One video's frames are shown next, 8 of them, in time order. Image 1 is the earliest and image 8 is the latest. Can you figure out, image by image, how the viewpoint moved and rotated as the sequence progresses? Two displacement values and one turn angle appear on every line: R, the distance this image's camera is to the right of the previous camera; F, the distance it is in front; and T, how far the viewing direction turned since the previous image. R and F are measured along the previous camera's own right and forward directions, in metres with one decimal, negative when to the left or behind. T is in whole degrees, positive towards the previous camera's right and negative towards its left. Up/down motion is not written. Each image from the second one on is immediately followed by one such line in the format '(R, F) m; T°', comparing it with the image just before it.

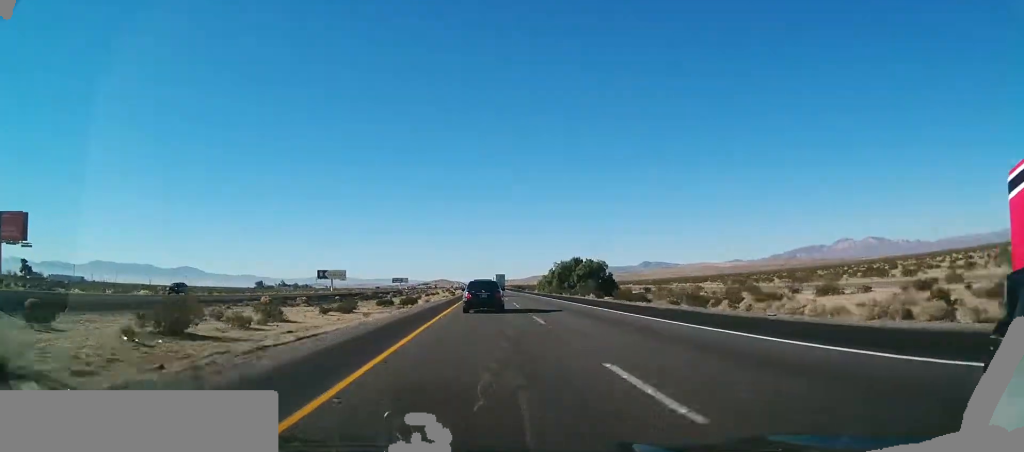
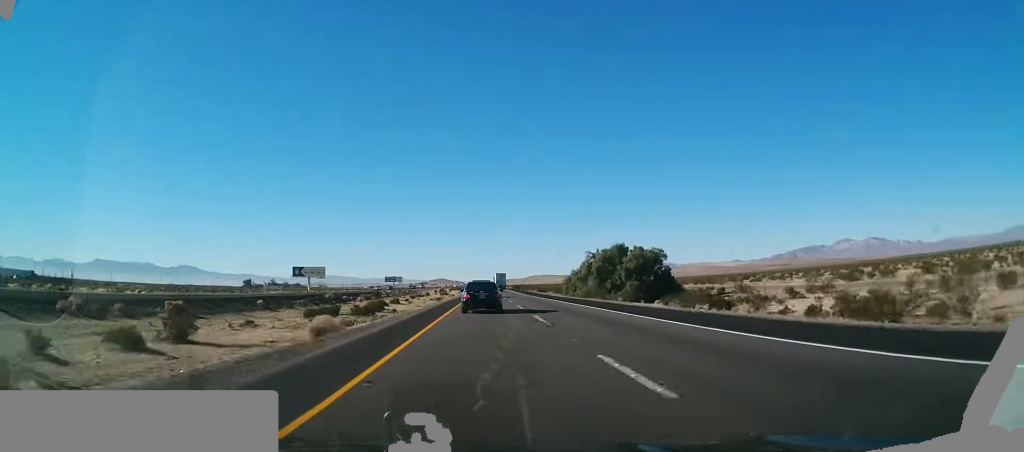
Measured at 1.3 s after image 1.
(+0.2, +42.5) m; +1°
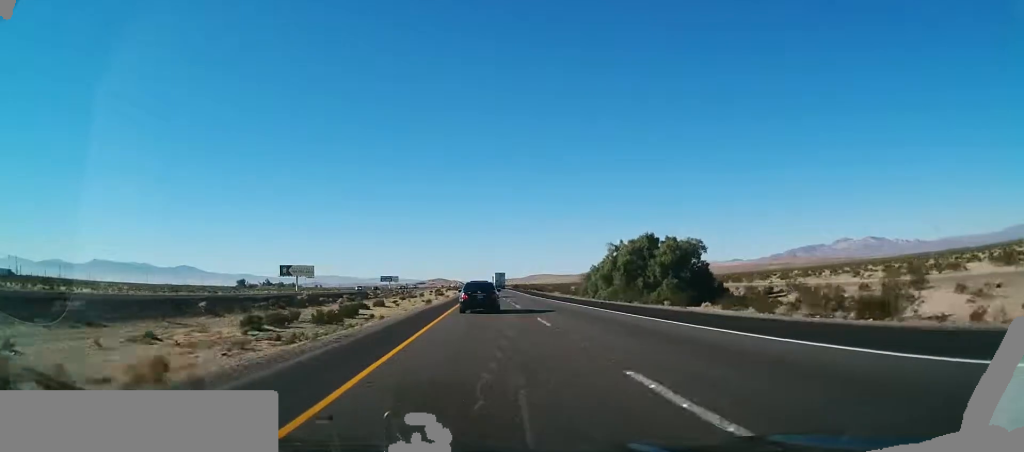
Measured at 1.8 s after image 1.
(+0.1, +16.8) m; 0°
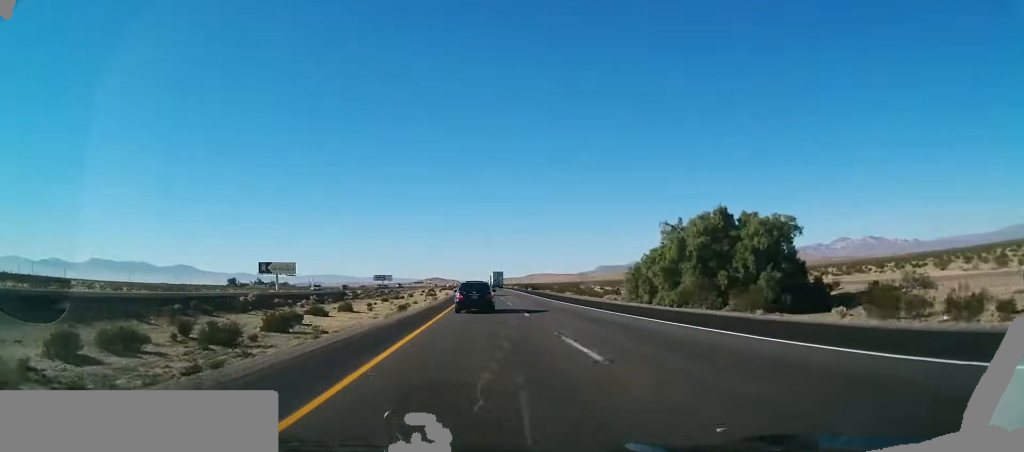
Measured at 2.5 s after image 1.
(+0.1, +23.6) m; -1°
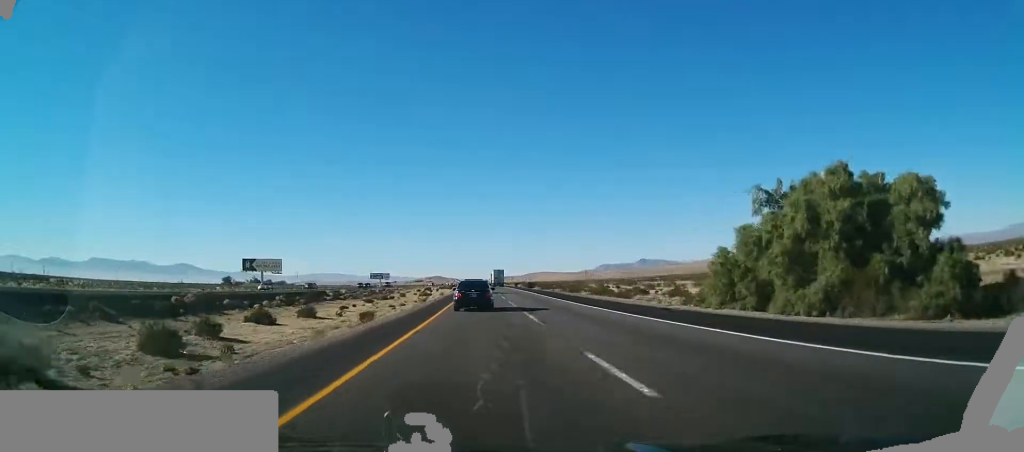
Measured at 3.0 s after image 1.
(-0.2, +18.0) m; 0°
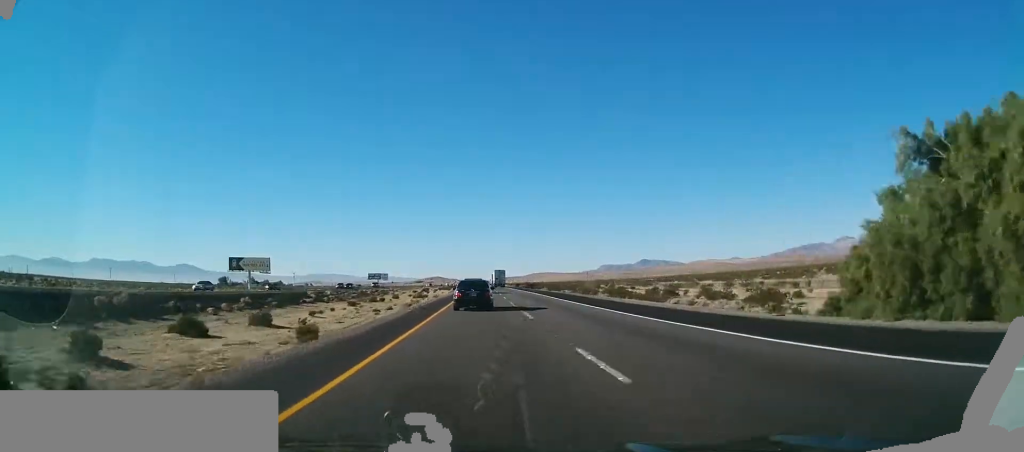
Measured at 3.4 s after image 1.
(-0.3, +13.5) m; 0°
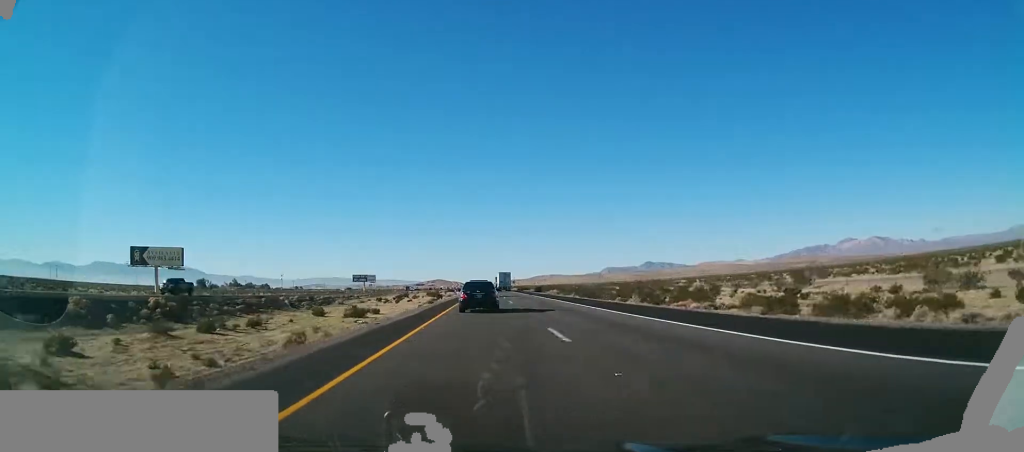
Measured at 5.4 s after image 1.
(+1.1, +66.9) m; +1°
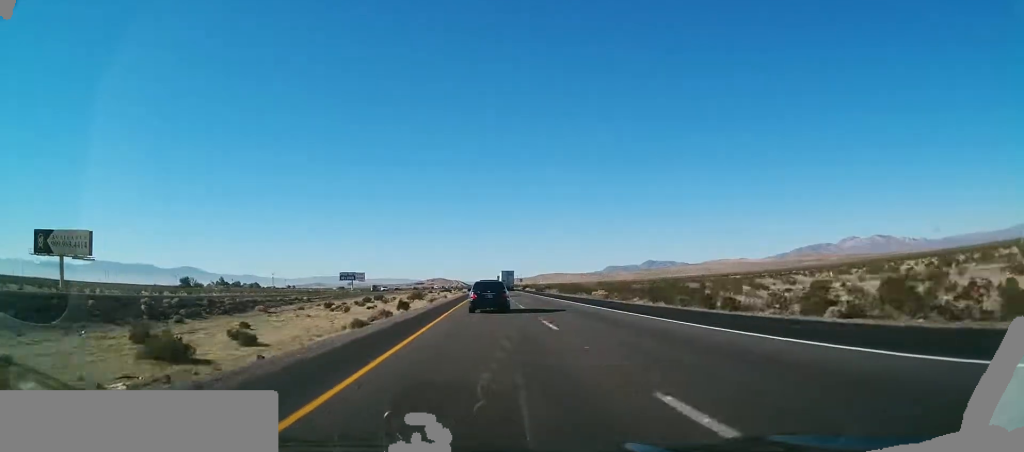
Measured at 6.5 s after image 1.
(-0.5, +39.9) m; -1°
